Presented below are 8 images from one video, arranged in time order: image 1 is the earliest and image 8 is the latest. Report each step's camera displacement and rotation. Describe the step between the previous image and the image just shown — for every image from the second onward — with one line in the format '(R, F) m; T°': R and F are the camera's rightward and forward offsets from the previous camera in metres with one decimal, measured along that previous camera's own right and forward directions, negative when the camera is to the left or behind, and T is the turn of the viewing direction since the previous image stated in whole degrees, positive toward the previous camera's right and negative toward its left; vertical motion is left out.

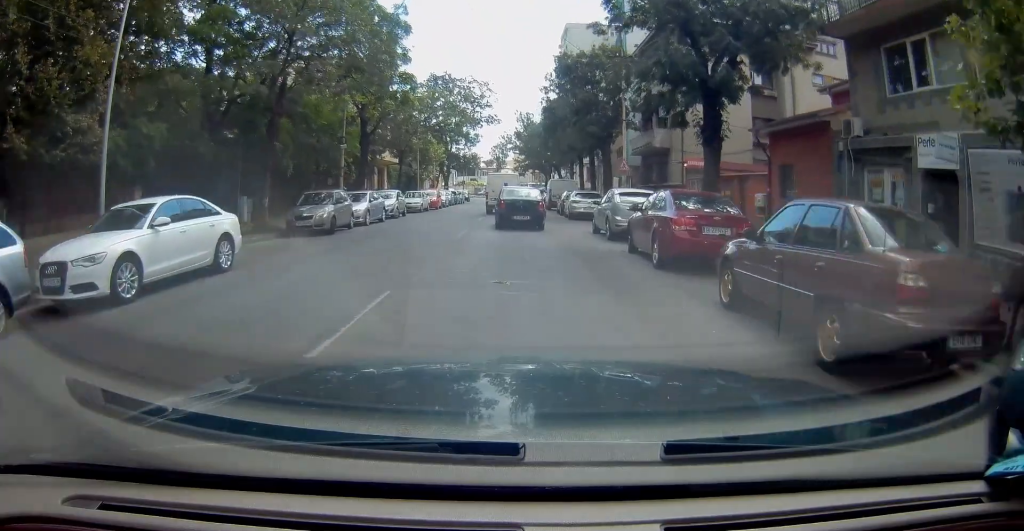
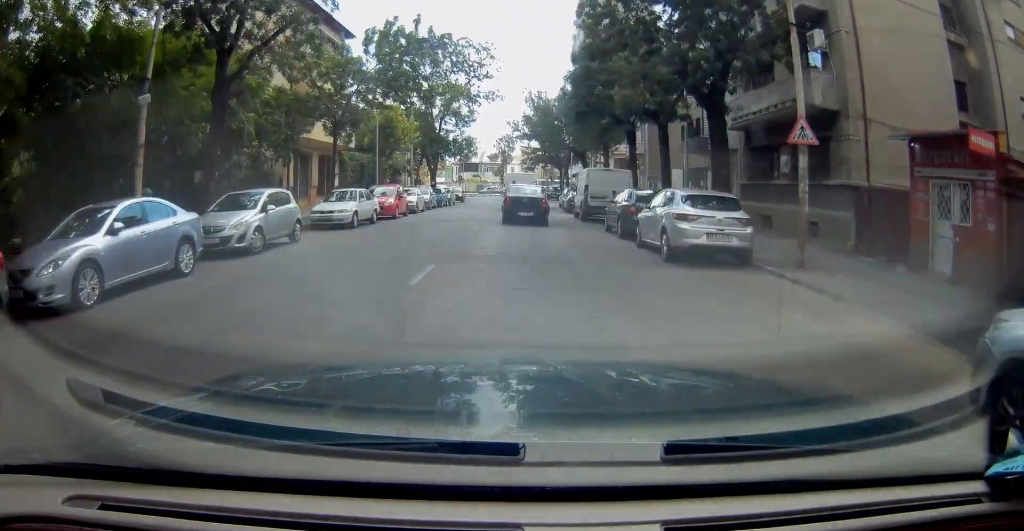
(-0.3, +16.3) m; -3°
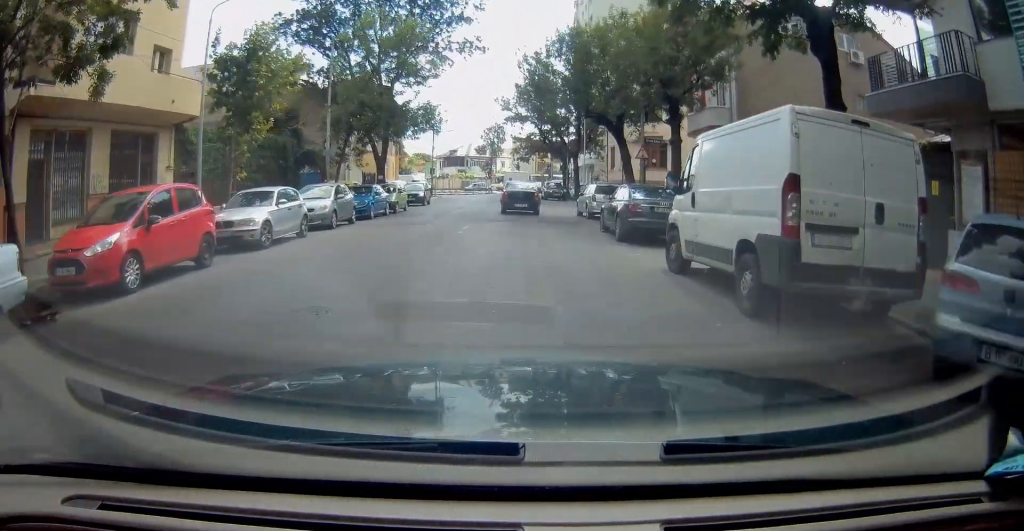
(-0.7, +18.2) m; -2°
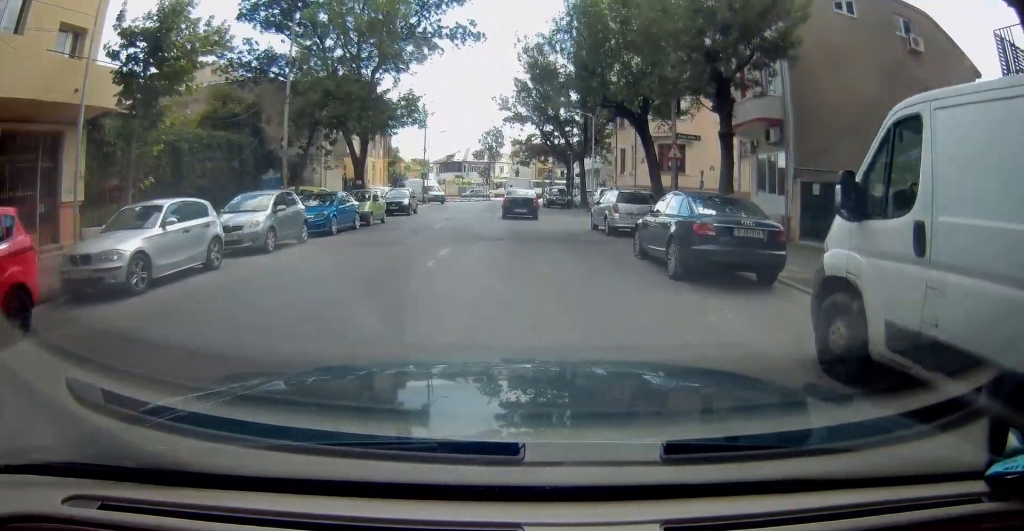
(-0.1, +5.1) m; +2°
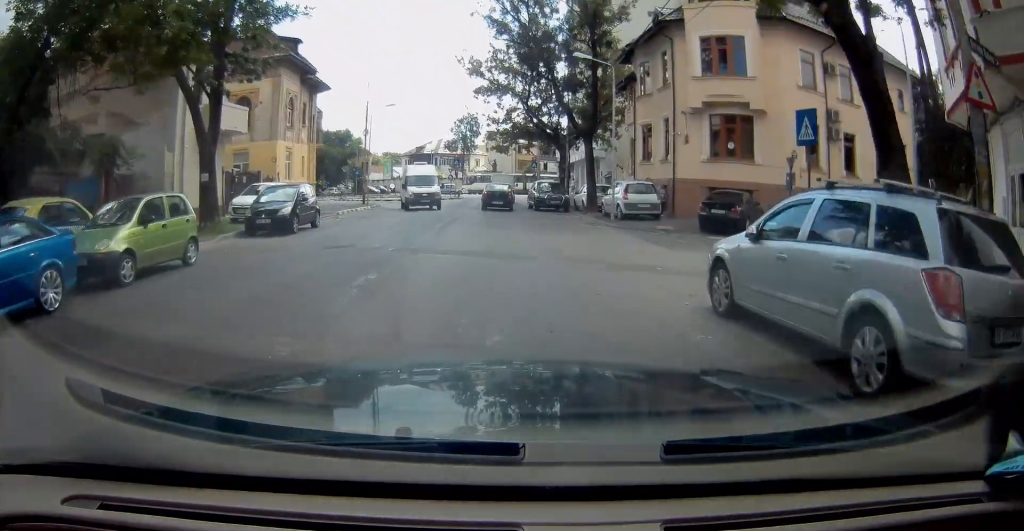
(+1.2, +14.9) m; +3°
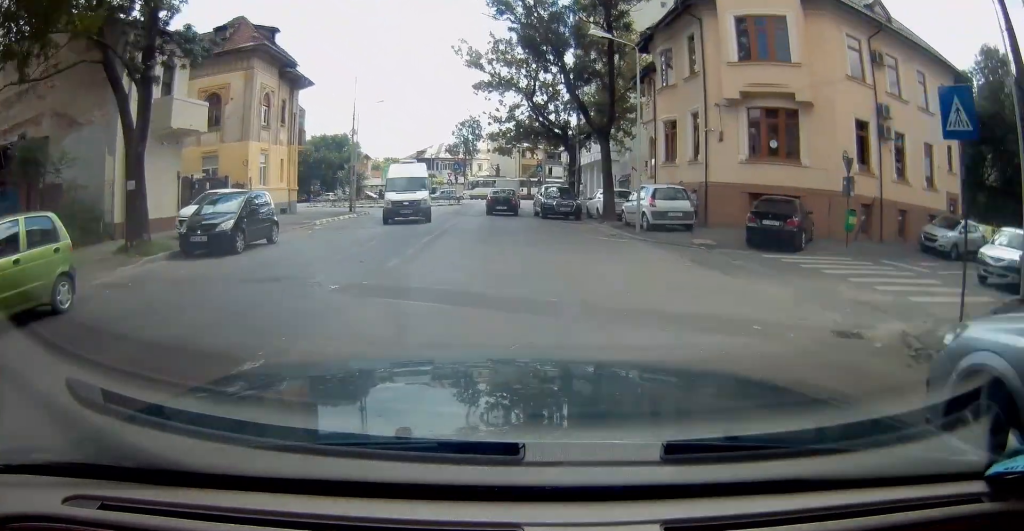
(0.0, +4.0) m; -1°
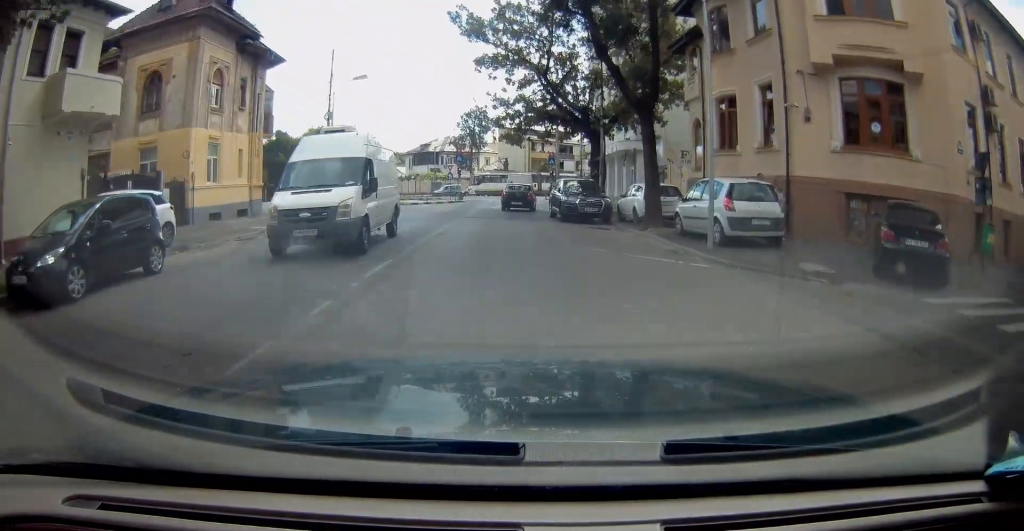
(-0.2, +6.2) m; -1°
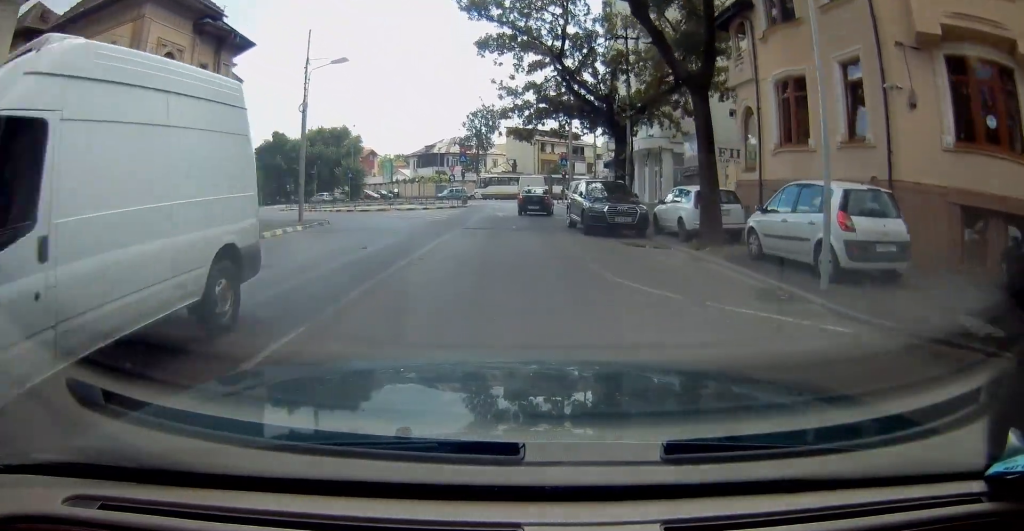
(0.0, +4.7) m; 0°
